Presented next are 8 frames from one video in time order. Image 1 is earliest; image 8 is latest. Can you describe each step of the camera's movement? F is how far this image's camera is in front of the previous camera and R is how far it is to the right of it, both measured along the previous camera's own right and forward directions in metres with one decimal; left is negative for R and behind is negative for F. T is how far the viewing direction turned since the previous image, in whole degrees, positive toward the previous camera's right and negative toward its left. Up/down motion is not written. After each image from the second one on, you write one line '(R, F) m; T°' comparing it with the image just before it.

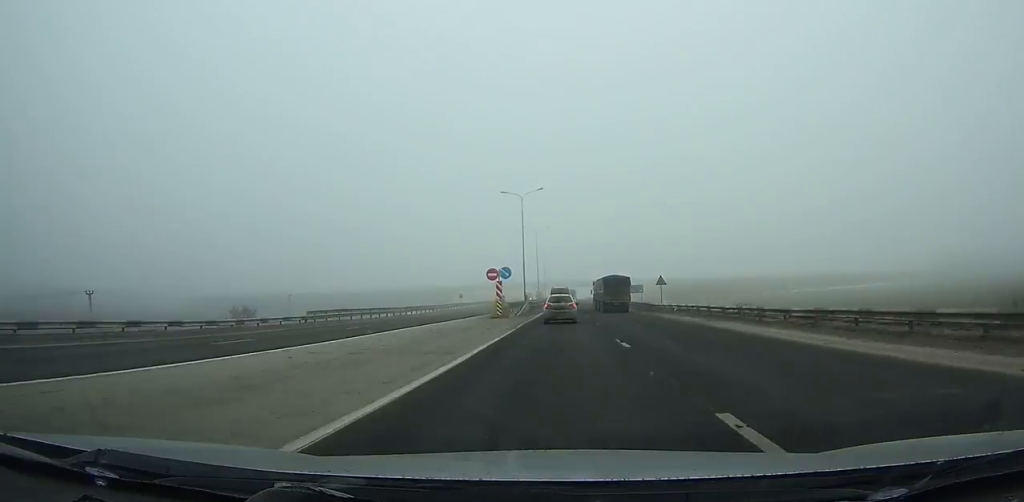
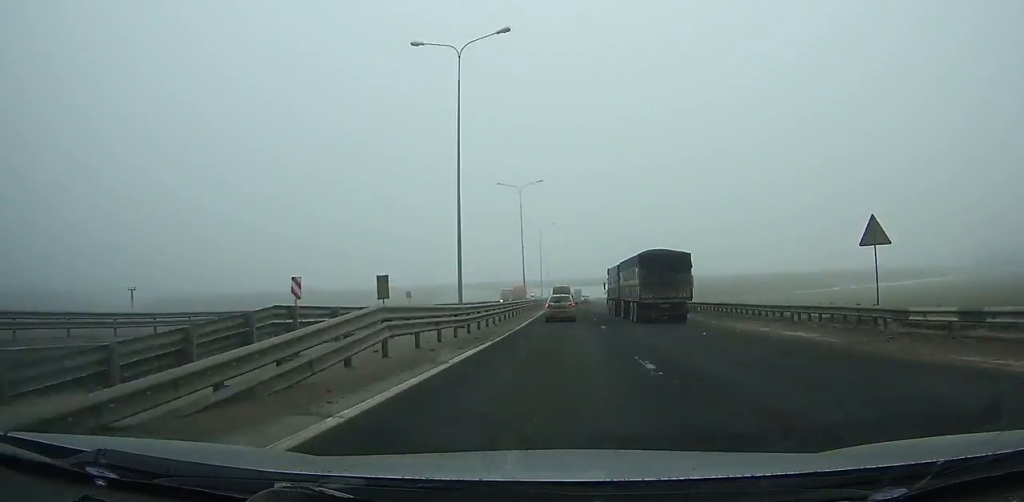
(-0.2, +45.5) m; 0°
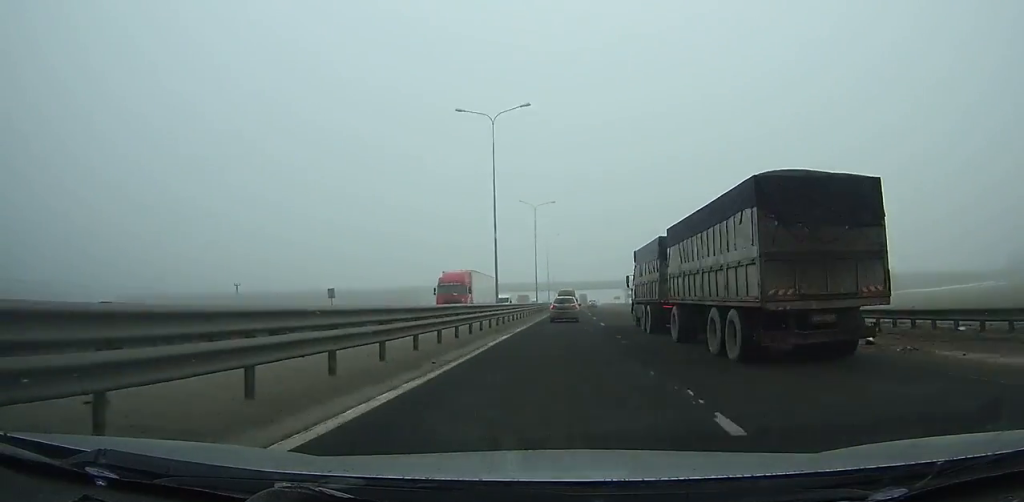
(-0.1, +29.4) m; 0°
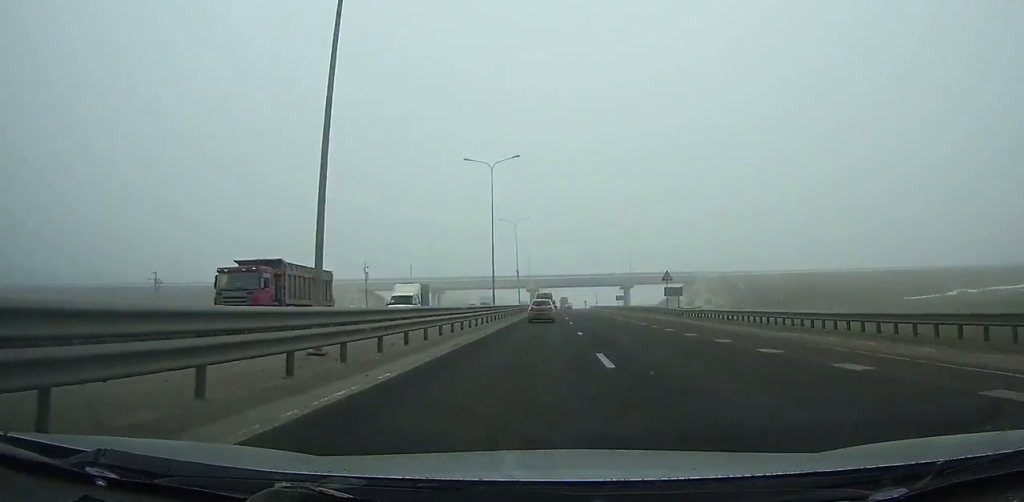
(+0.8, +66.8) m; +1°
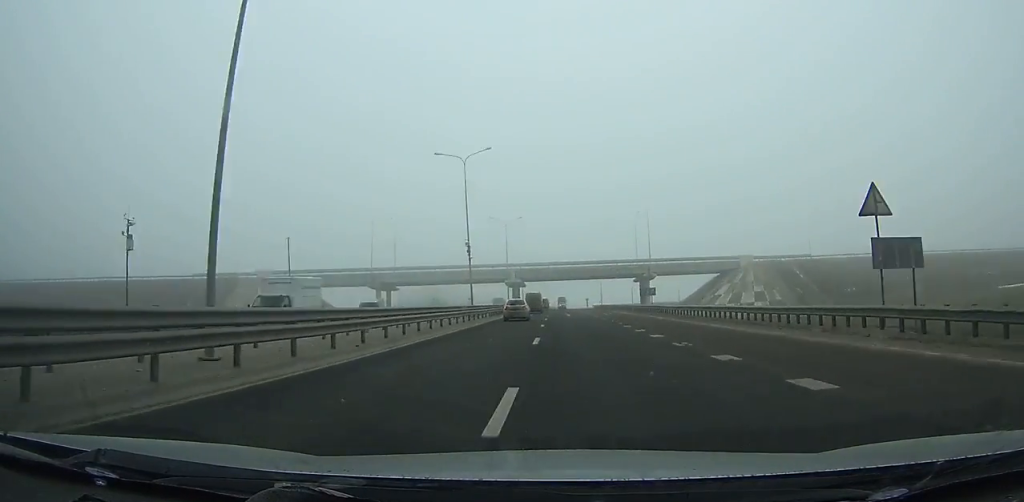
(0.0, +42.2) m; 0°
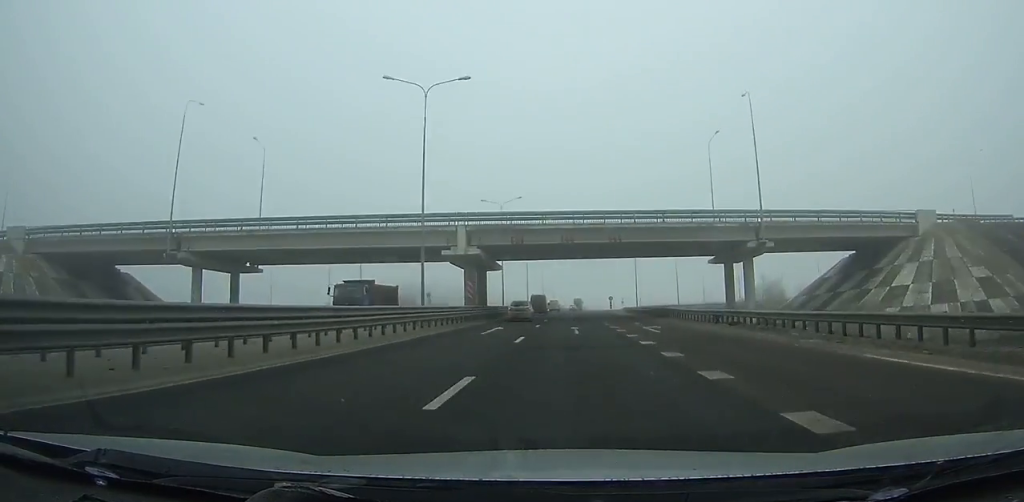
(-0.3, +58.5) m; 0°
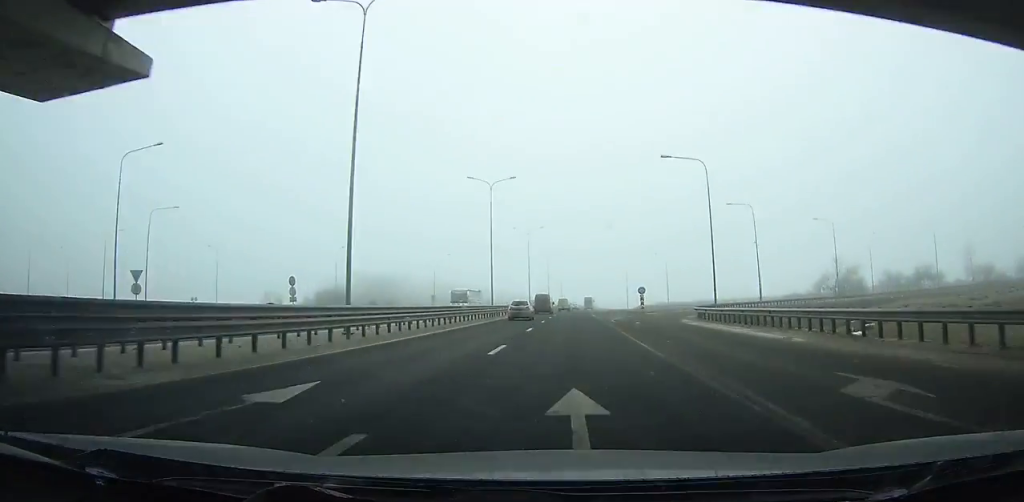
(-0.2, +51.0) m; 0°
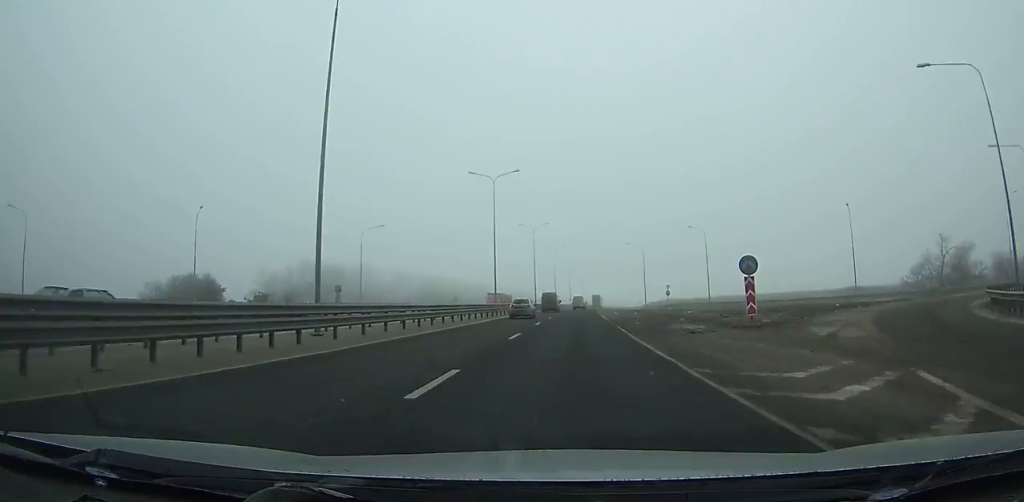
(0.0, +43.0) m; +1°
